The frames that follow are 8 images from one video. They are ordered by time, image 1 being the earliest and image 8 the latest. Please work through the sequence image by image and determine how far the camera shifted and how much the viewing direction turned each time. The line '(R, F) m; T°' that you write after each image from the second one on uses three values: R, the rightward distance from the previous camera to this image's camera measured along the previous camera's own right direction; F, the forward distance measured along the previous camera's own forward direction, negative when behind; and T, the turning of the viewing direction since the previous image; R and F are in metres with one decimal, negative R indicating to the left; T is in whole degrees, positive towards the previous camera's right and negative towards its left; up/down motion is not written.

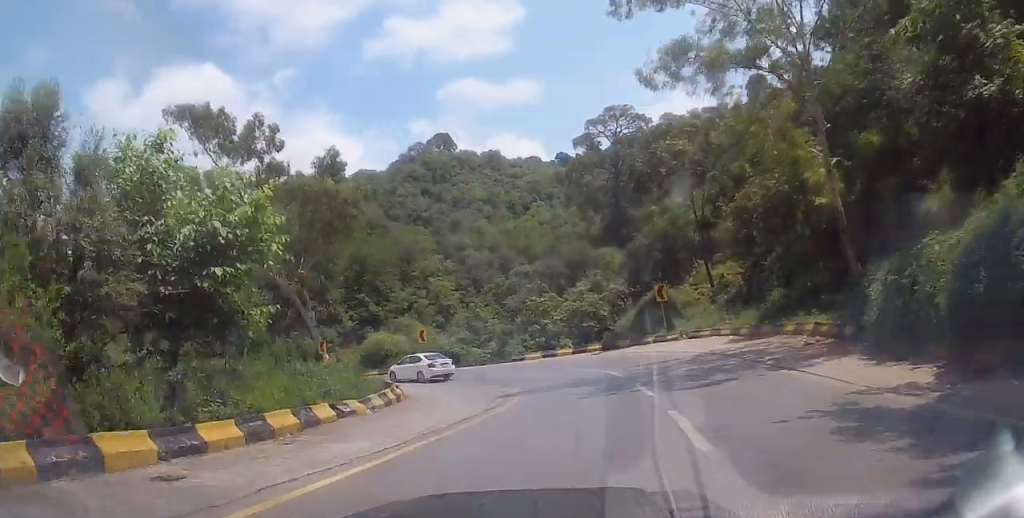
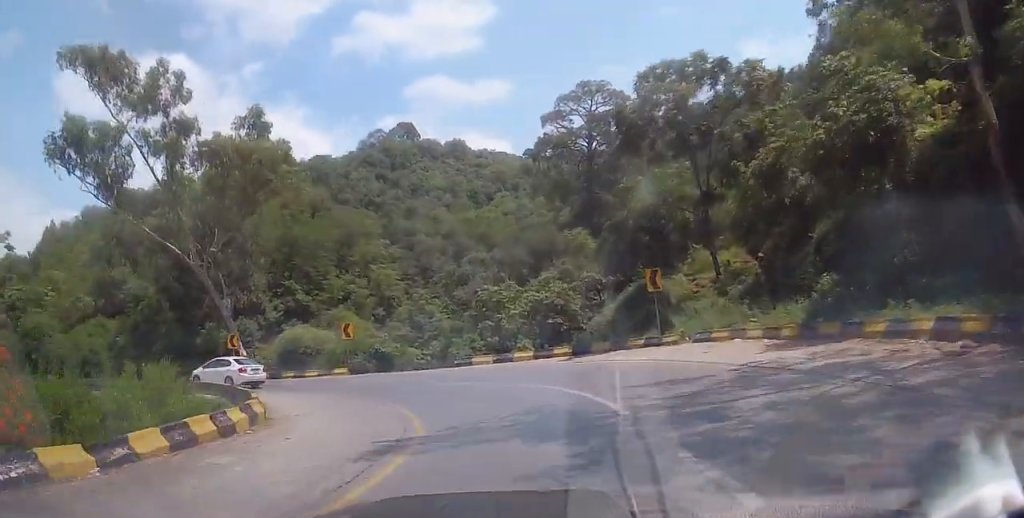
(0.0, +9.2) m; -1°
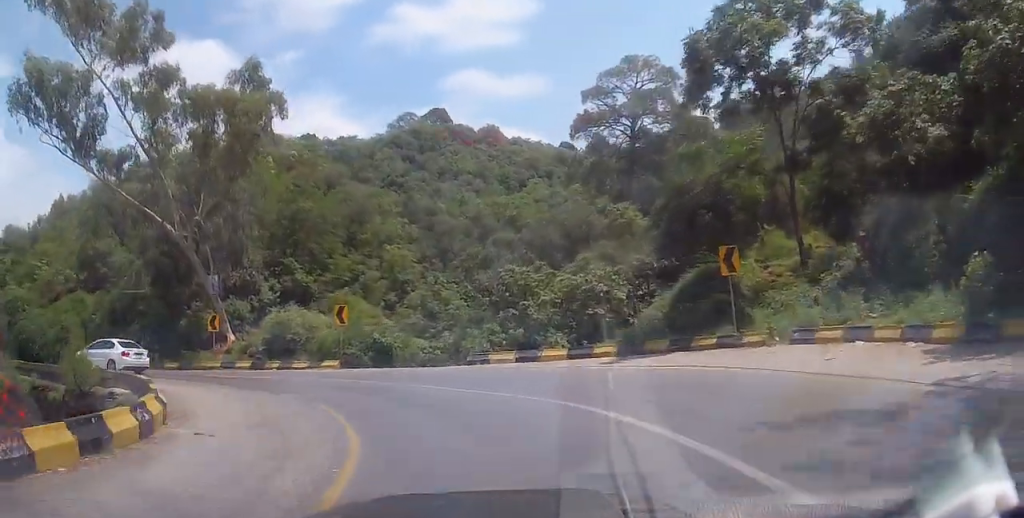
(-0.1, +6.4) m; -4°
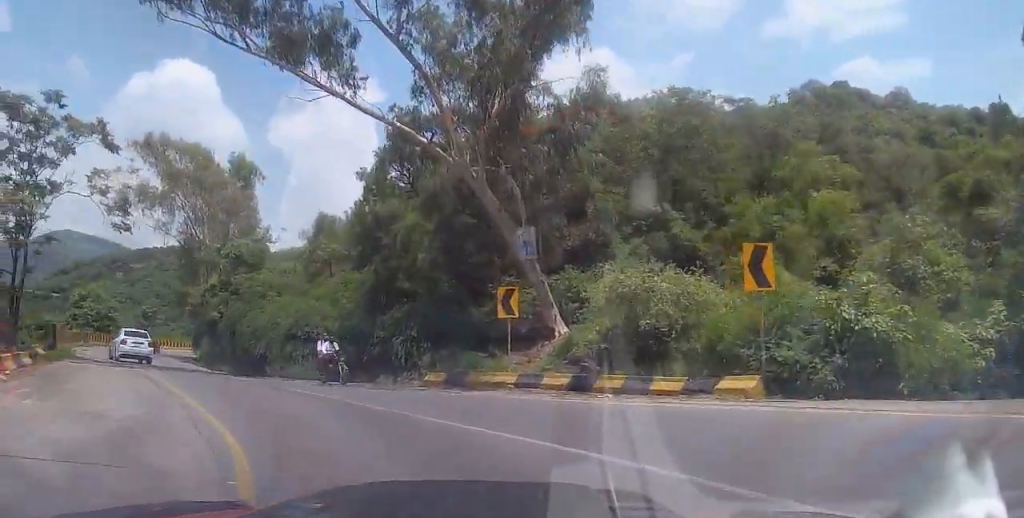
(-3.5, +16.7) m; -31°
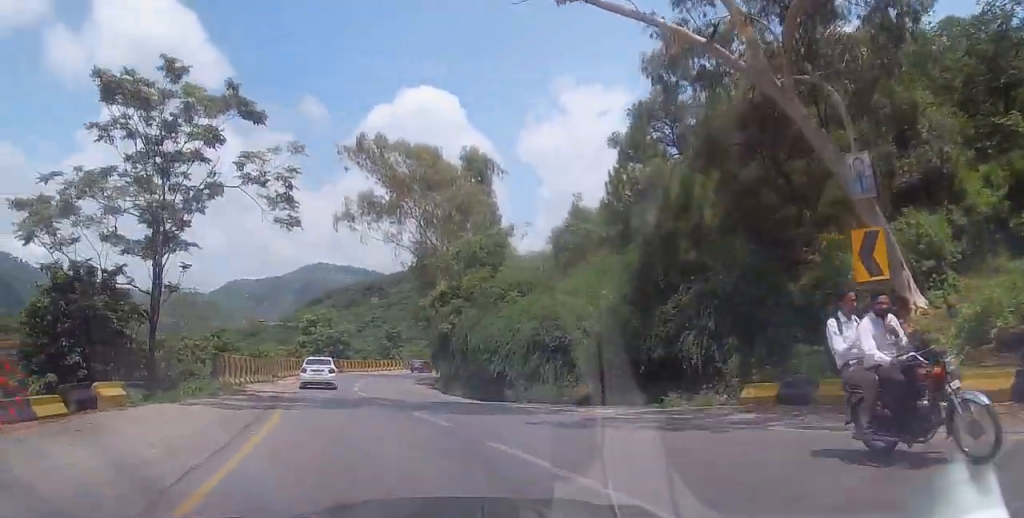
(-0.7, +7.8) m; -22°
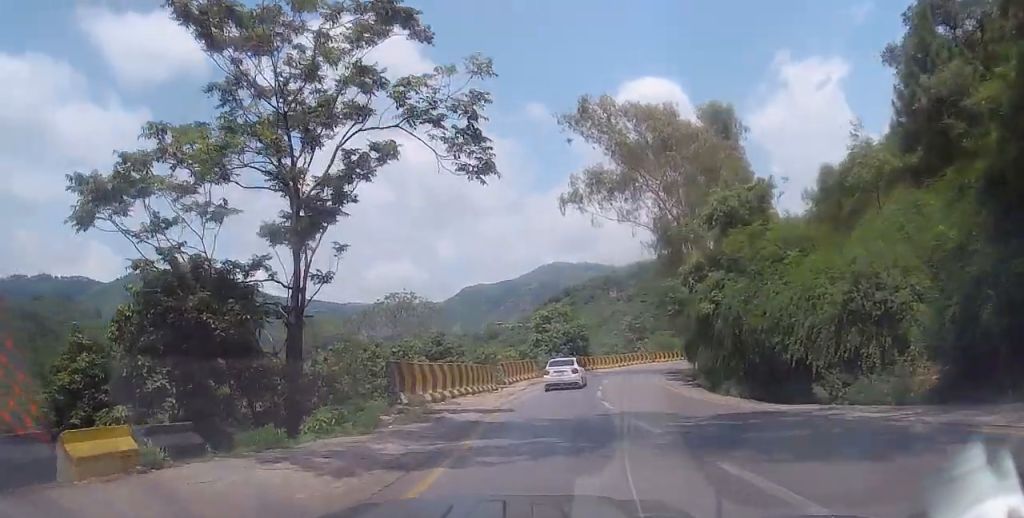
(-2.1, +6.7) m; -15°
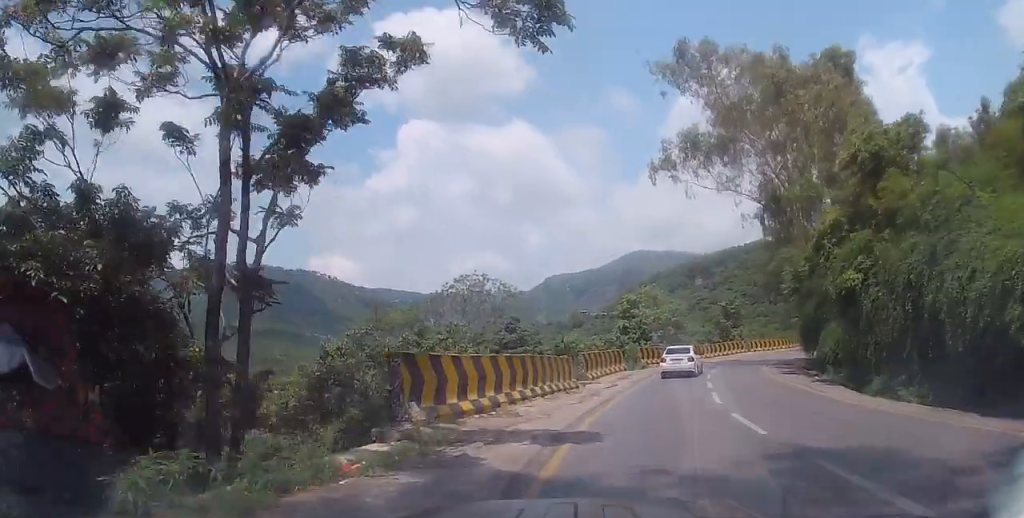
(-0.7, +6.6) m; -7°
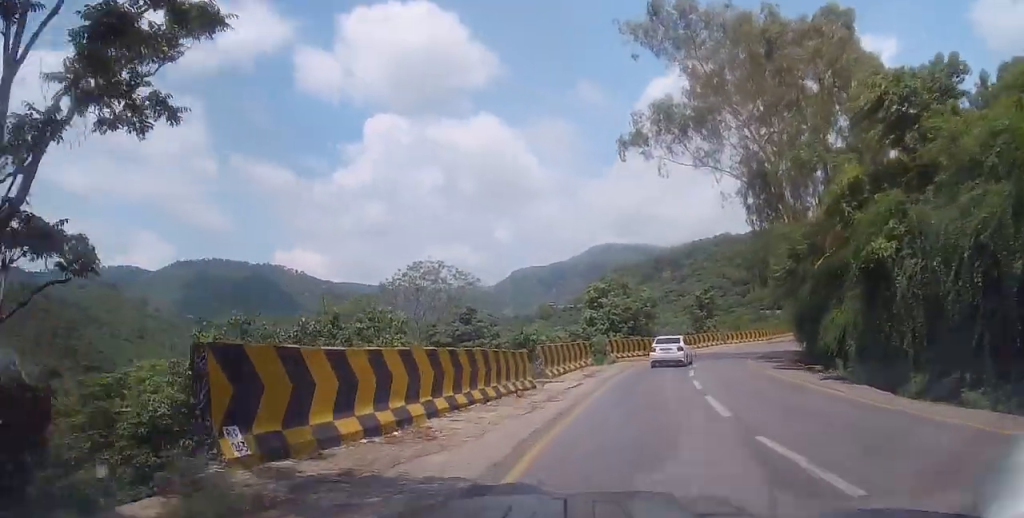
(-0.2, +4.5) m; -1°
